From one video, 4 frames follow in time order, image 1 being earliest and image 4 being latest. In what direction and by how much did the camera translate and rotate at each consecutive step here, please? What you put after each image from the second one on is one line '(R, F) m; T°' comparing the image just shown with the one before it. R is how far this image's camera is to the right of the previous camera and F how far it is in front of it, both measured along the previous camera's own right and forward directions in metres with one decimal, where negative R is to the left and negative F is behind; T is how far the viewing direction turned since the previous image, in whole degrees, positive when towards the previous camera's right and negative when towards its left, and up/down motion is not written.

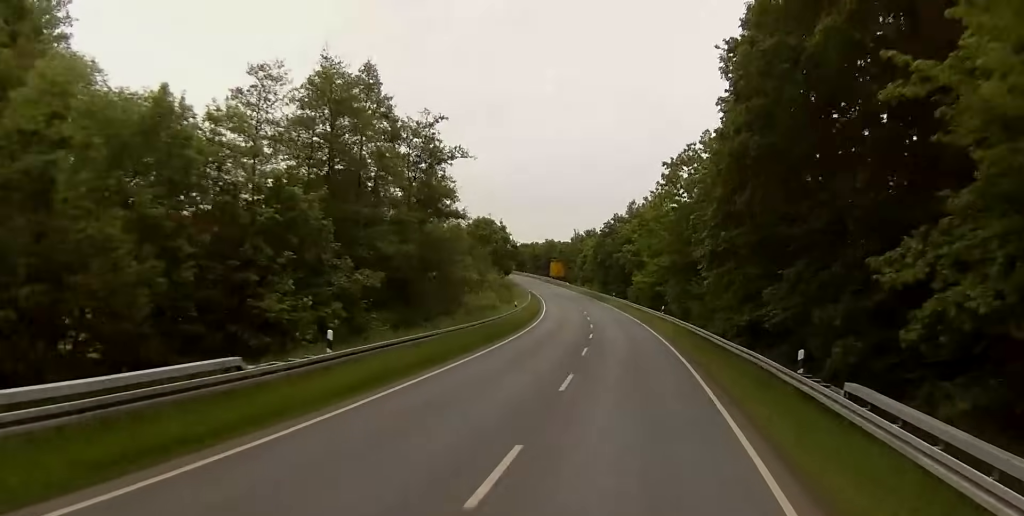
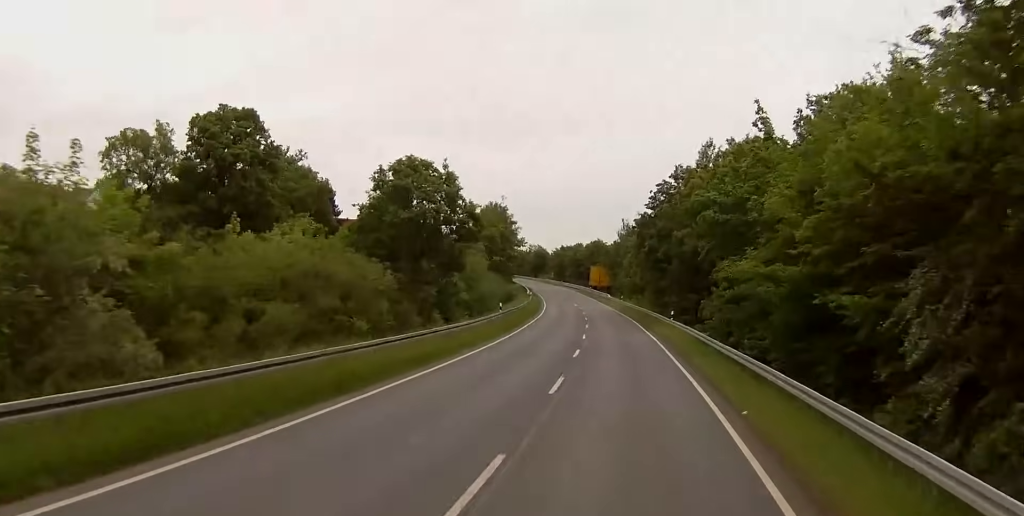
(-2.5, +60.0) m; -4°
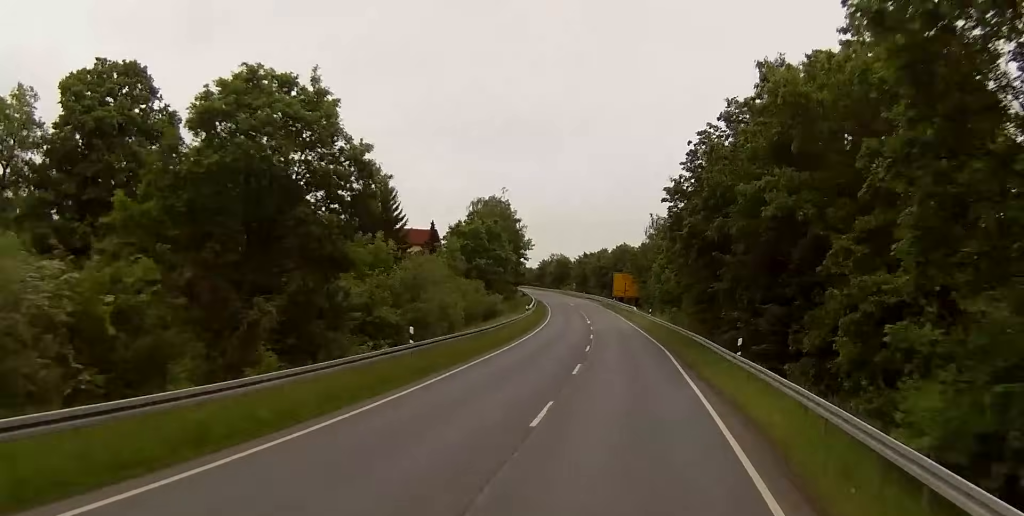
(-0.3, +27.9) m; -1°
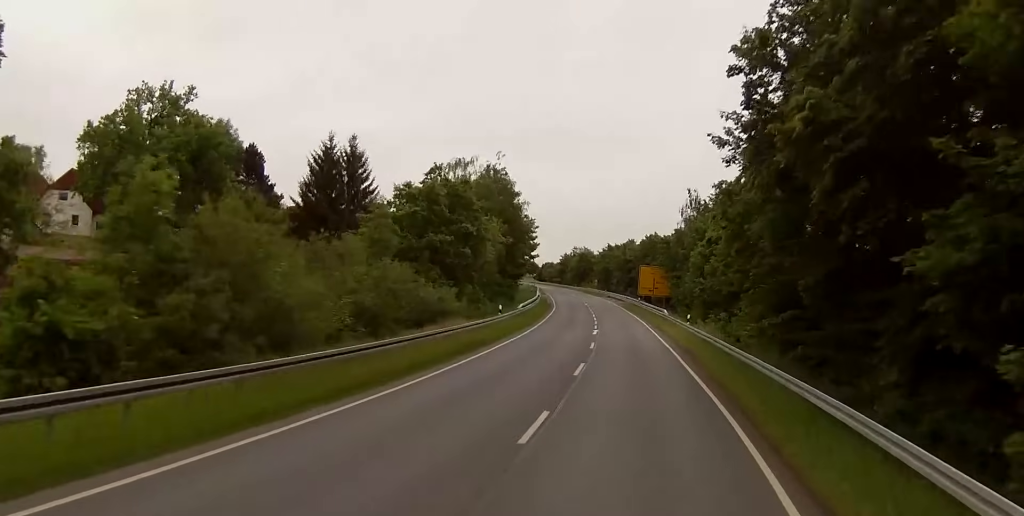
(-0.5, +27.1) m; -3°
